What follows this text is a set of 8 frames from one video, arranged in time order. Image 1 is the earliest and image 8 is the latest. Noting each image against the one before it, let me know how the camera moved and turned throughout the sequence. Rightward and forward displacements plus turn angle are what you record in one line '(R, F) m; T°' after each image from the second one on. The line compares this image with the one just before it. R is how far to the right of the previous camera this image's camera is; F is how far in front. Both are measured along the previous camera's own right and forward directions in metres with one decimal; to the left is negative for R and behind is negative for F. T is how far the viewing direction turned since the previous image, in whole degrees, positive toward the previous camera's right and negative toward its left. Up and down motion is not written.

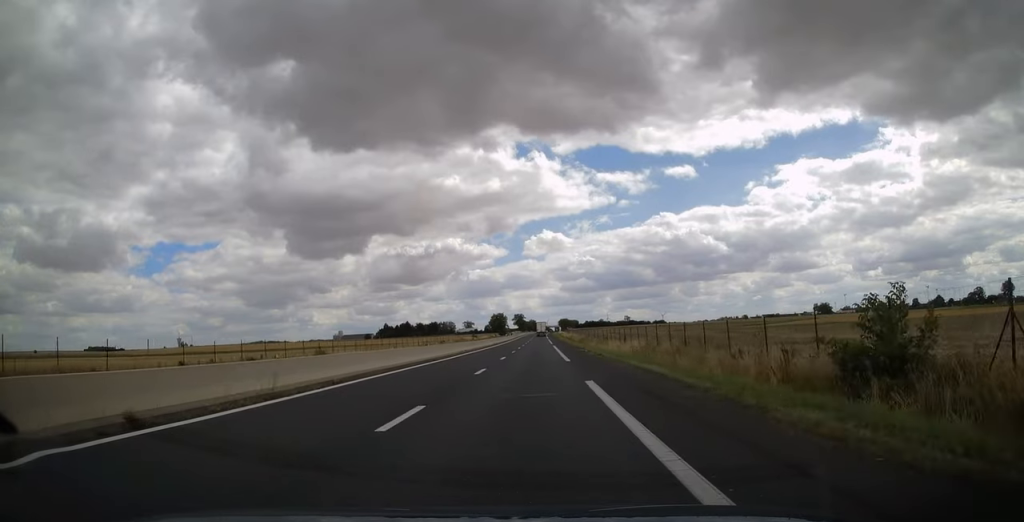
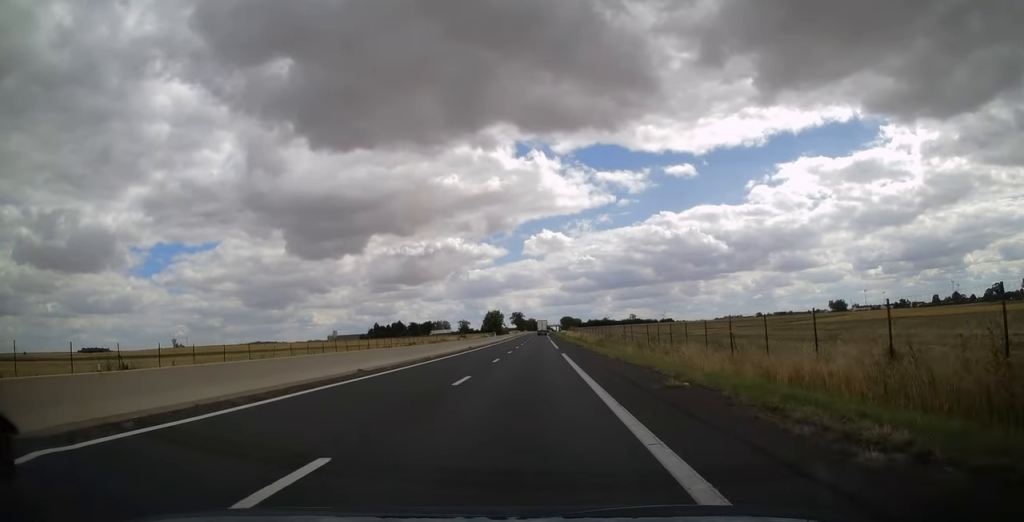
(-0.1, +31.5) m; 0°
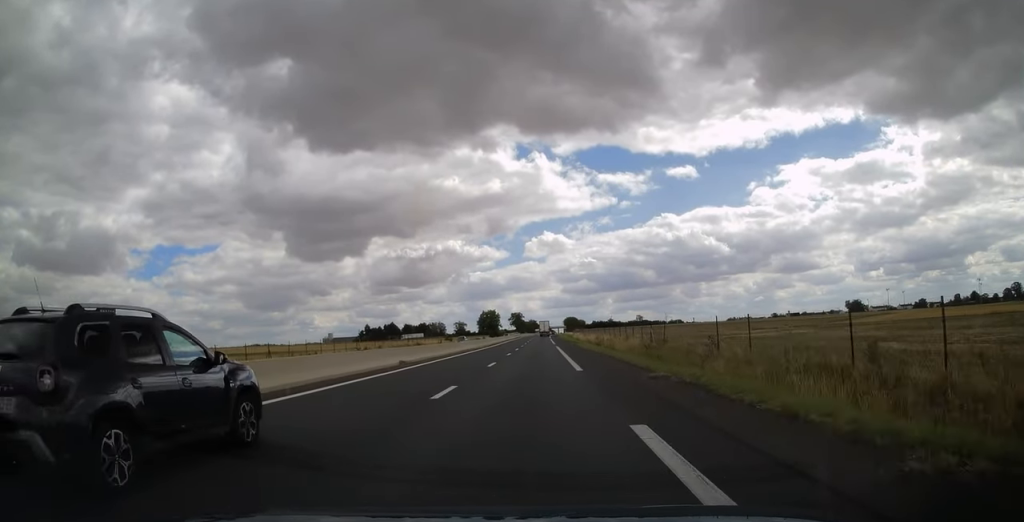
(+0.1, +29.4) m; 0°
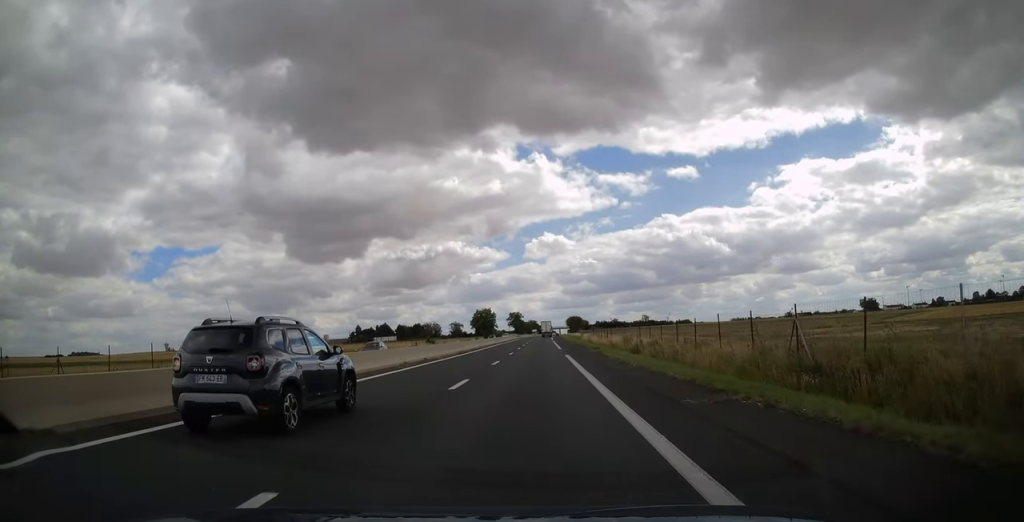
(0.0, +24.6) m; 0°
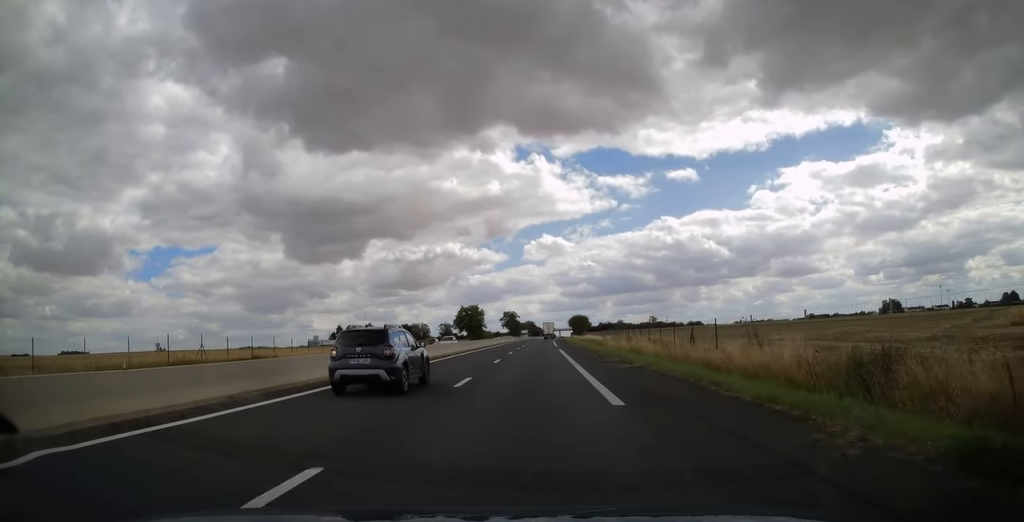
(+0.1, +38.4) m; 0°
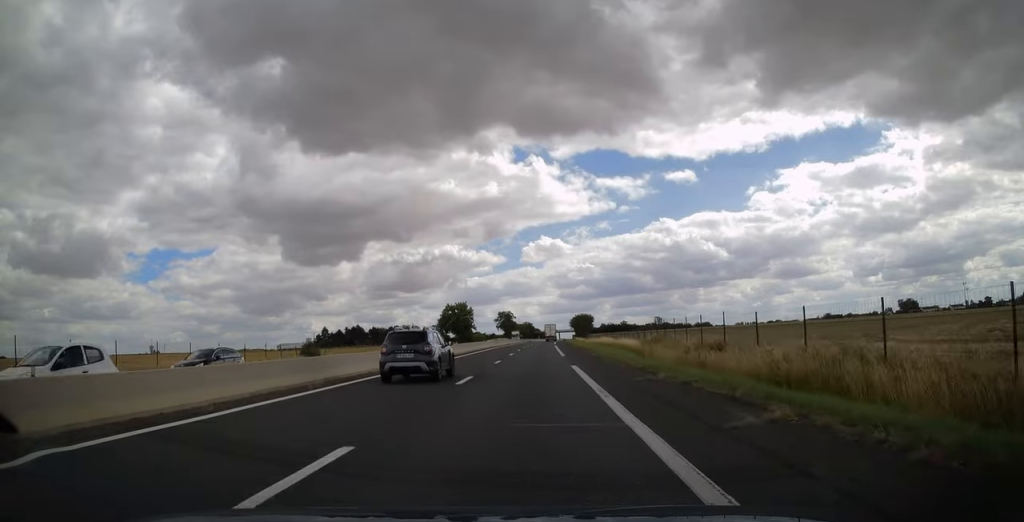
(-0.1, +25.1) m; 0°
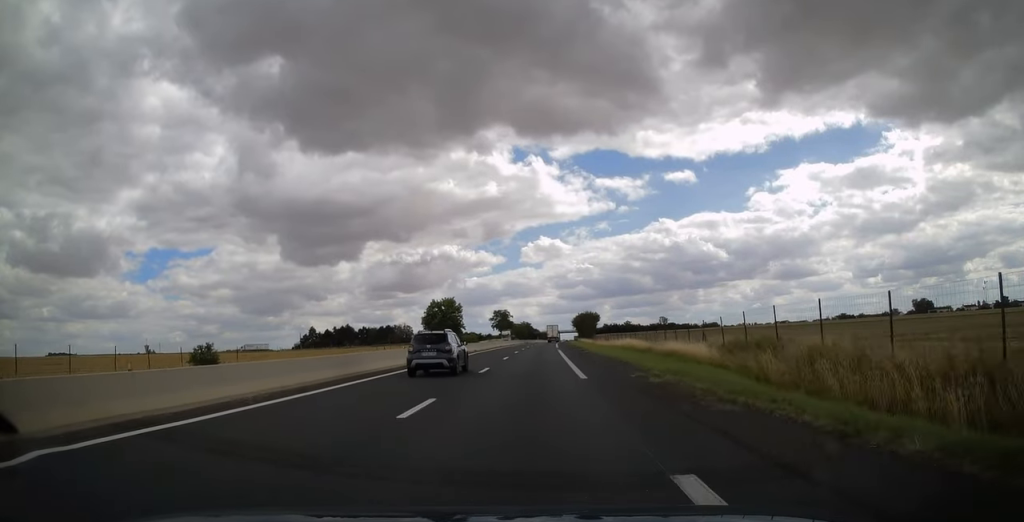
(+0.1, +20.1) m; 0°
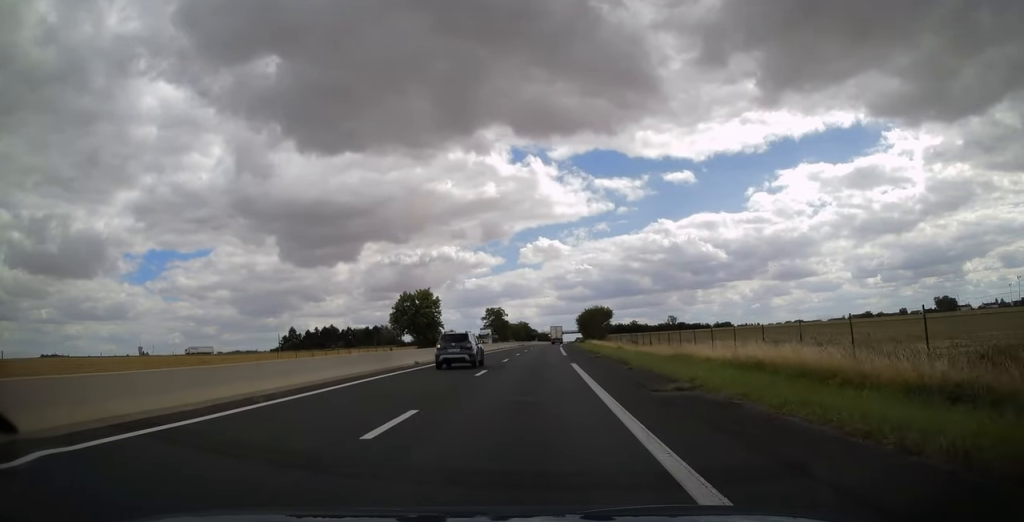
(+0.1, +28.4) m; 0°
